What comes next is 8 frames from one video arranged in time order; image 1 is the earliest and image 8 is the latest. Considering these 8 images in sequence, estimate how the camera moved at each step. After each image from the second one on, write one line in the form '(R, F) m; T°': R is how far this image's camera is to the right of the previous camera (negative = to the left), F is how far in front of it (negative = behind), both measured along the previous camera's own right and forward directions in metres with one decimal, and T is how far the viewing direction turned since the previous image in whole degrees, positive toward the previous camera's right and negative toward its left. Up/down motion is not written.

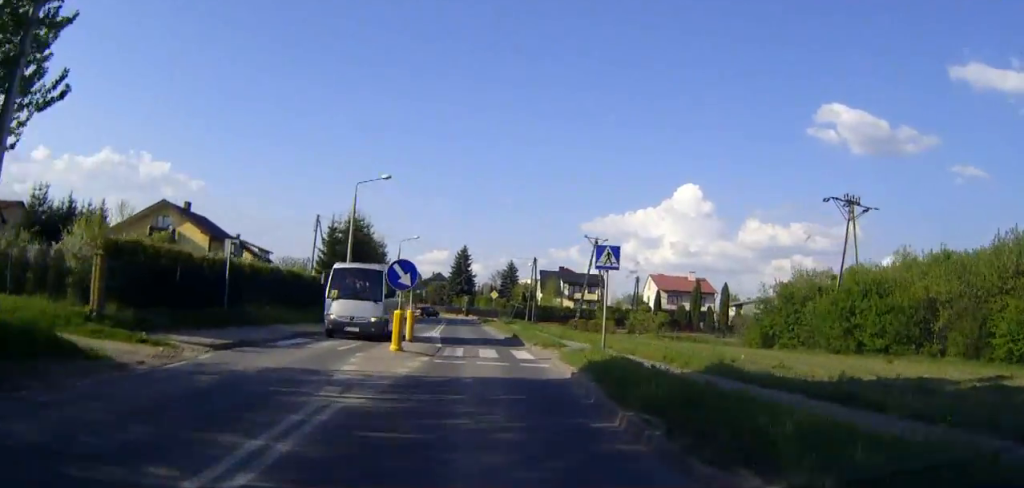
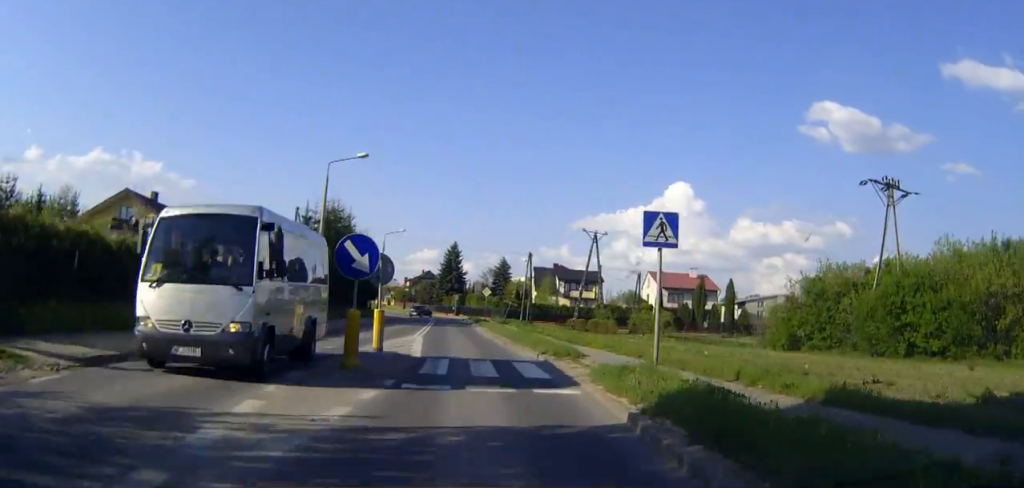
(0.0, +6.1) m; 0°
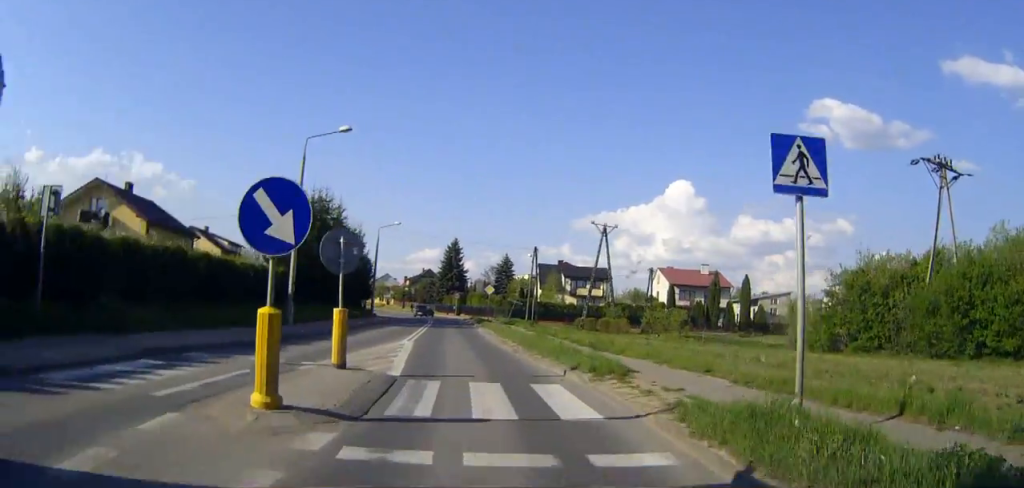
(0.0, +5.6) m; 0°
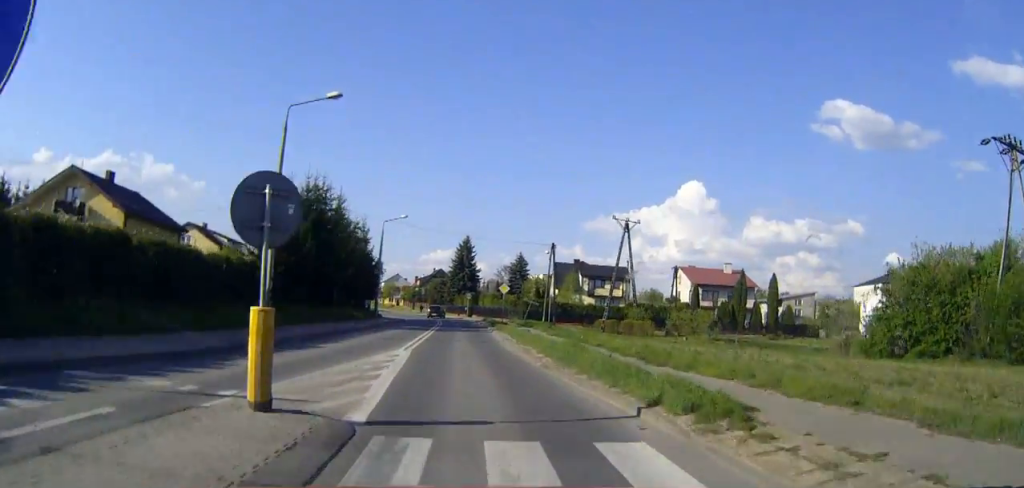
(0.0, +5.5) m; 0°
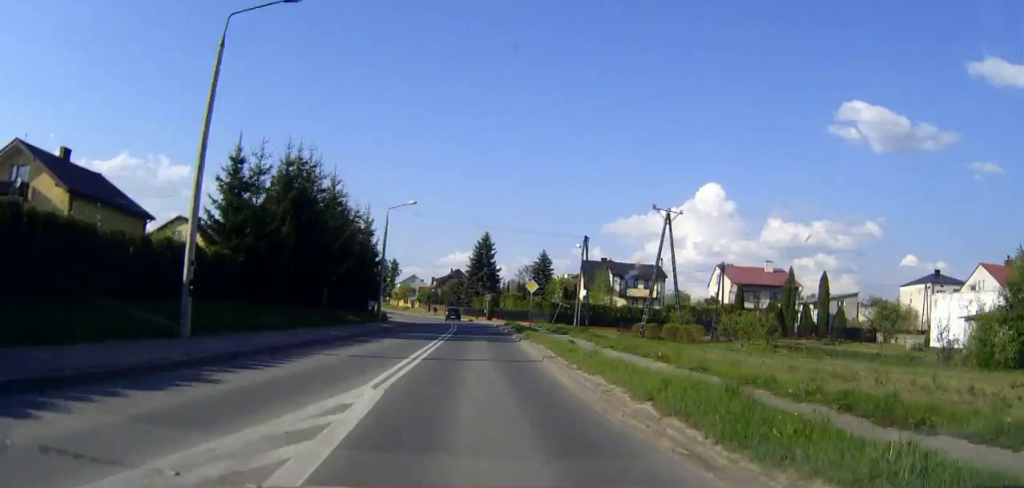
(0.0, +9.6) m; 0°
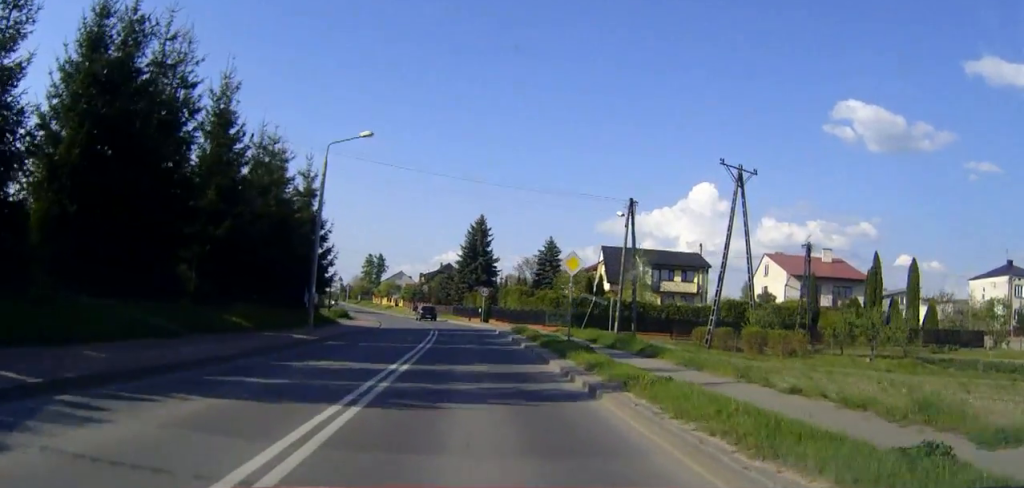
(-0.1, +20.8) m; 0°
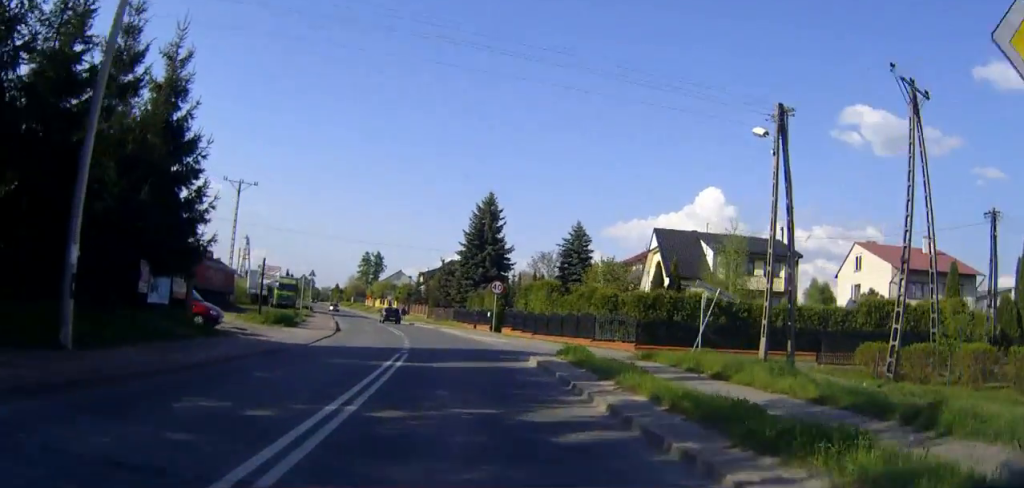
(0.0, +21.1) m; 0°
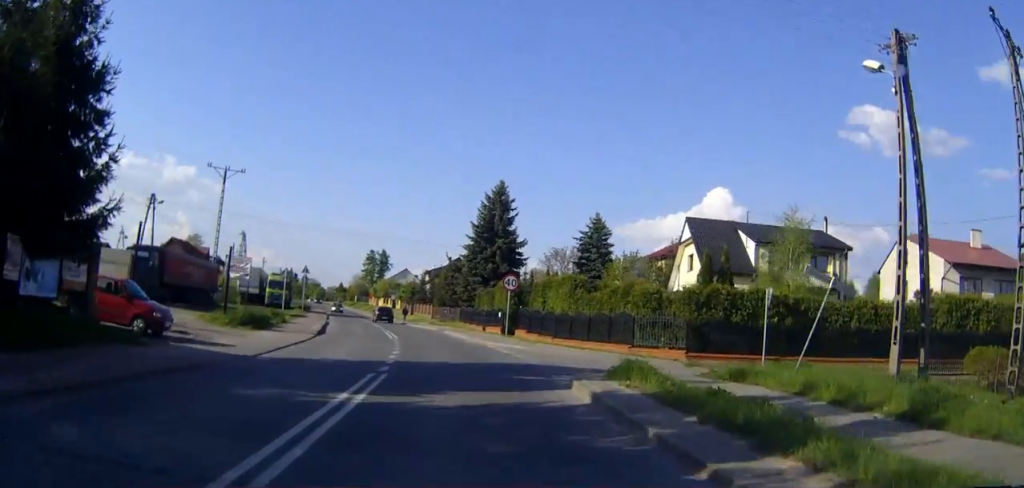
(0.0, +6.9) m; -1°
